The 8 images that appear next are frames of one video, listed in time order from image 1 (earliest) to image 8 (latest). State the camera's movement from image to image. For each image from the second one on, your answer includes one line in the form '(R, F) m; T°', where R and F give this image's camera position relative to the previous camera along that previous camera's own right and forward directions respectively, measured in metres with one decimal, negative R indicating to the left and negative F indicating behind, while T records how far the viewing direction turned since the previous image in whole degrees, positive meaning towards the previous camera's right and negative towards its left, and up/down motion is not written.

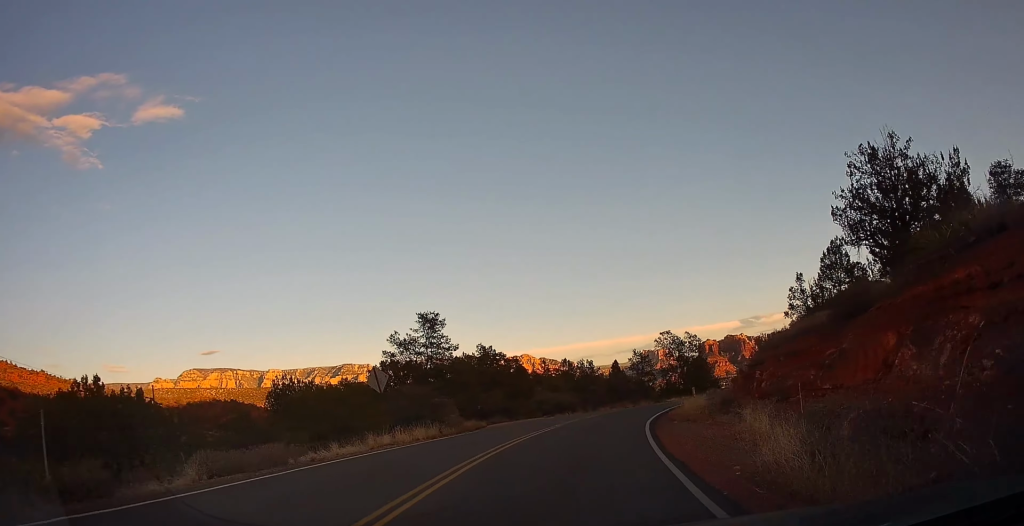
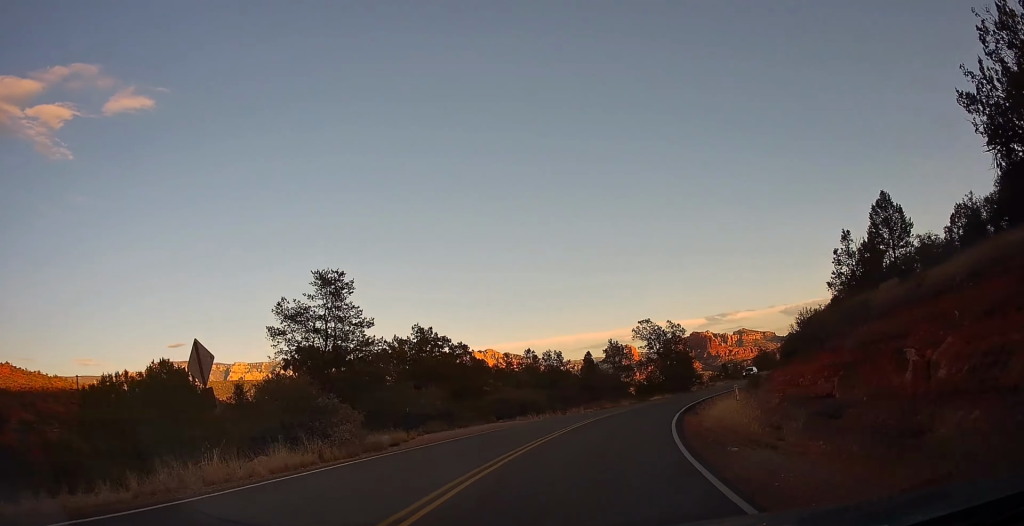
(-0.1, +9.6) m; +1°
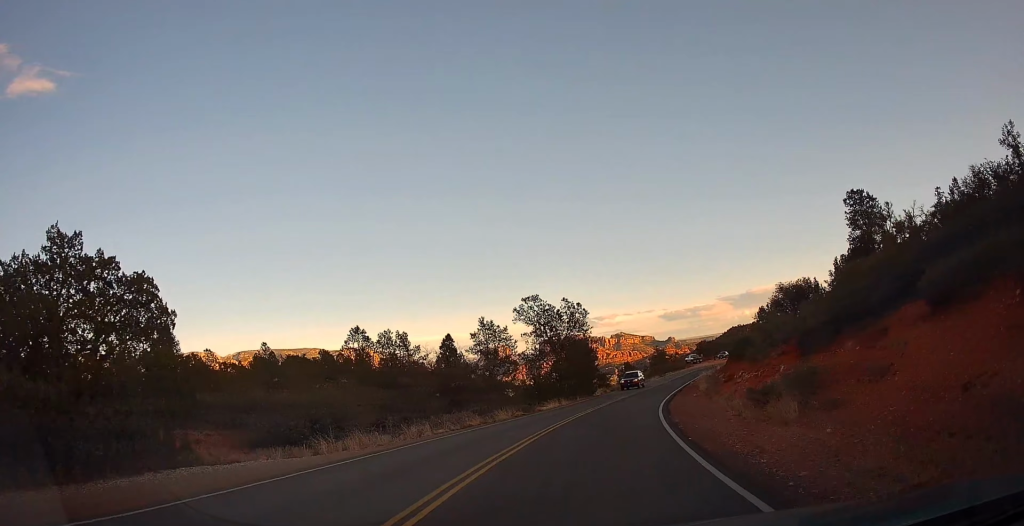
(+1.2, +17.8) m; +13°
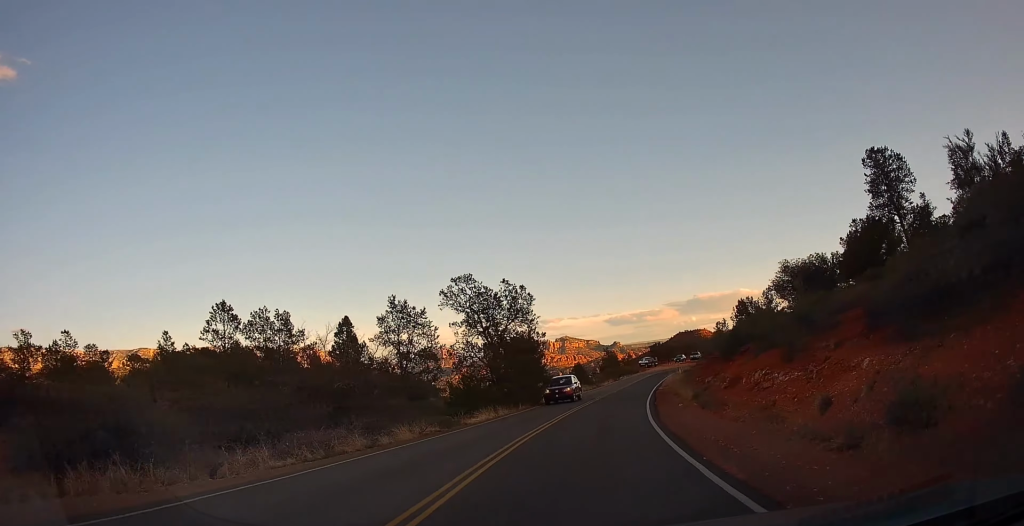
(+1.0, +9.3) m; +5°
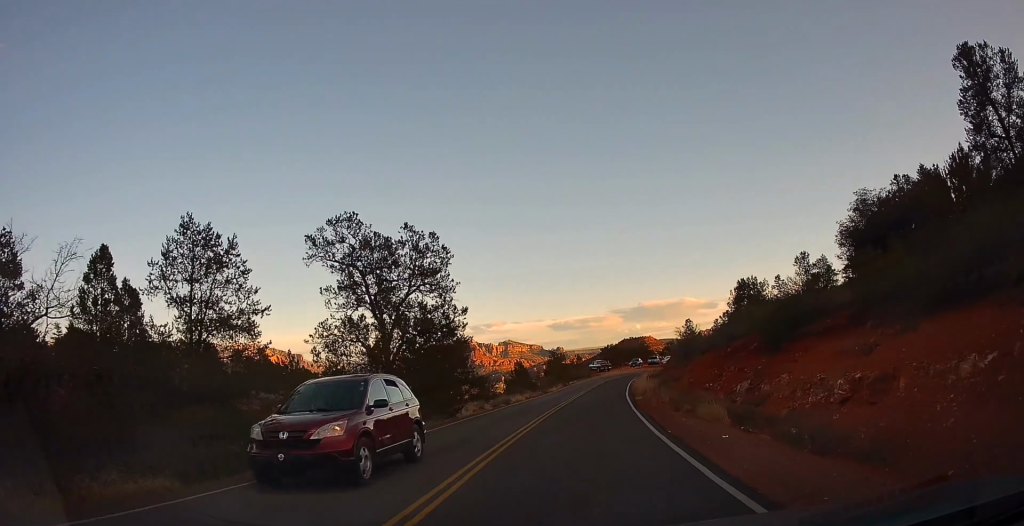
(+0.4, +13.0) m; +4°
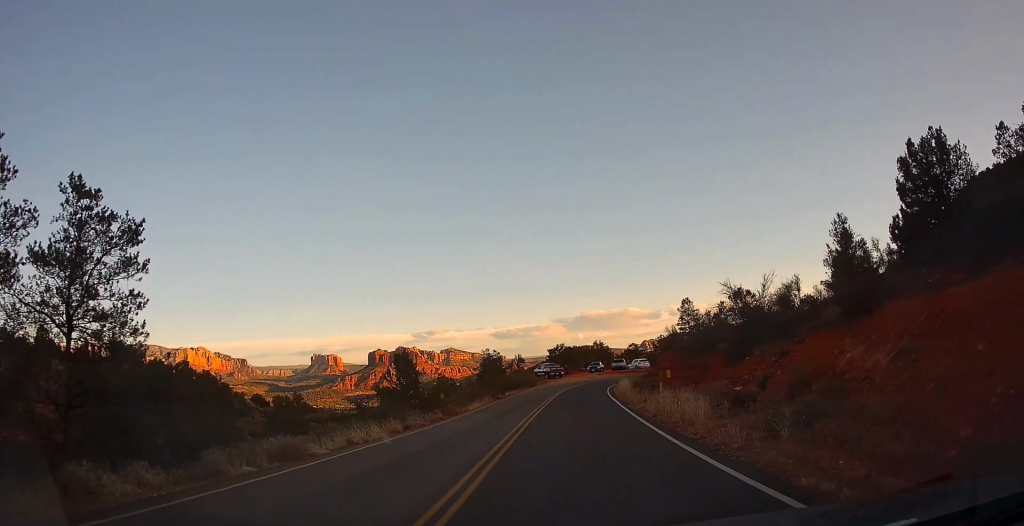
(+1.3, +24.8) m; +5°
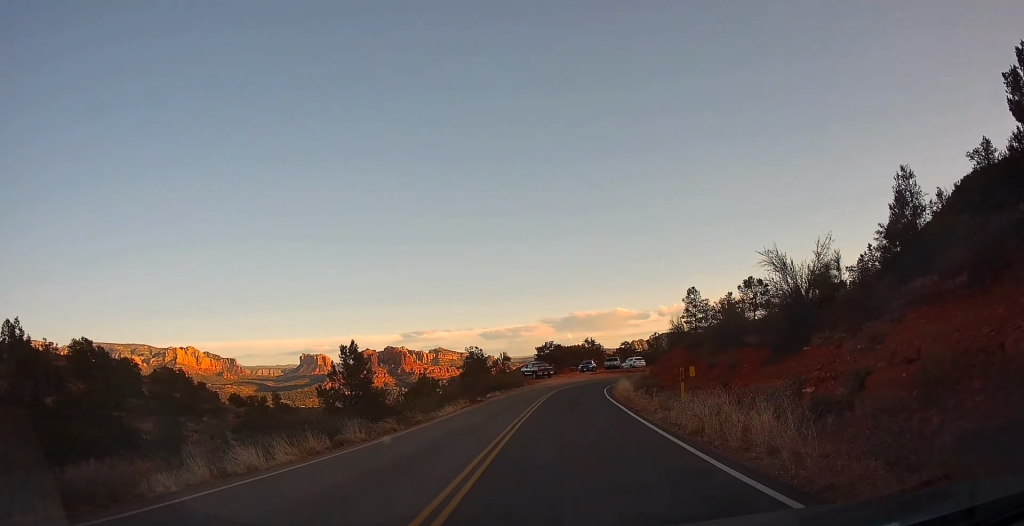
(0.0, +6.0) m; +1°
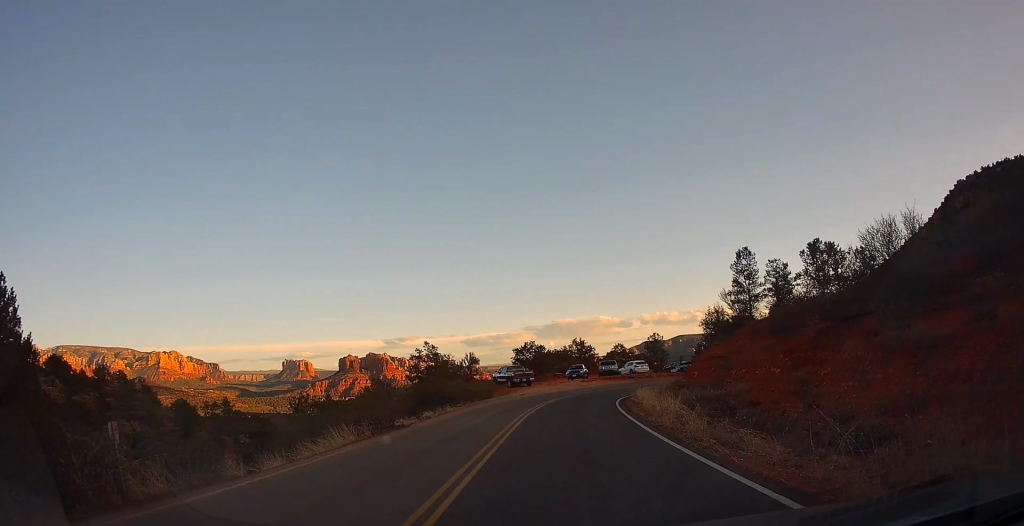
(+0.6, +16.9) m; +1°
